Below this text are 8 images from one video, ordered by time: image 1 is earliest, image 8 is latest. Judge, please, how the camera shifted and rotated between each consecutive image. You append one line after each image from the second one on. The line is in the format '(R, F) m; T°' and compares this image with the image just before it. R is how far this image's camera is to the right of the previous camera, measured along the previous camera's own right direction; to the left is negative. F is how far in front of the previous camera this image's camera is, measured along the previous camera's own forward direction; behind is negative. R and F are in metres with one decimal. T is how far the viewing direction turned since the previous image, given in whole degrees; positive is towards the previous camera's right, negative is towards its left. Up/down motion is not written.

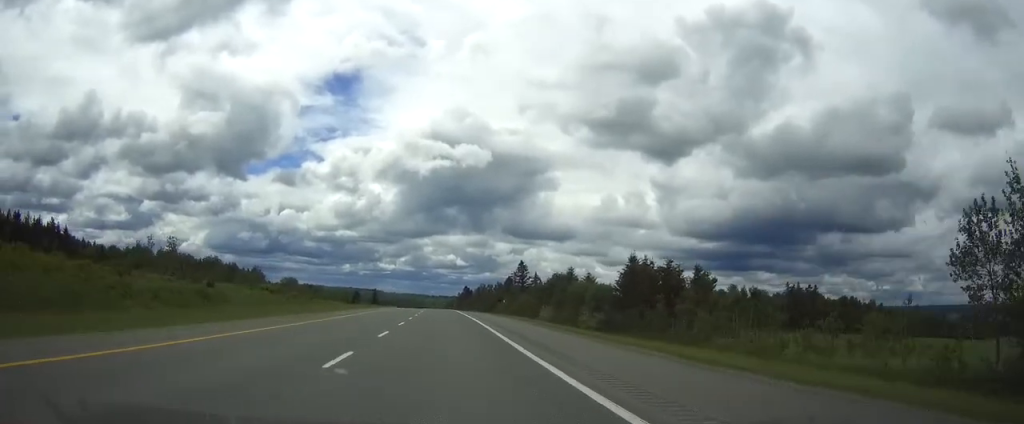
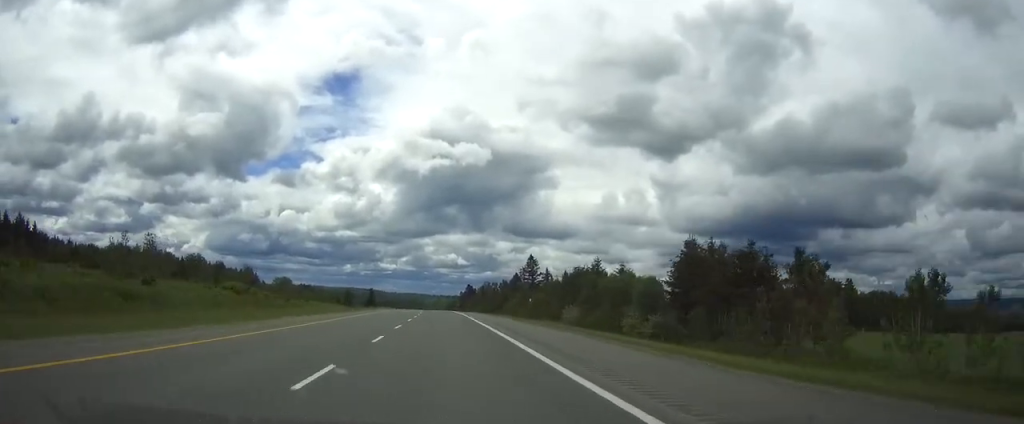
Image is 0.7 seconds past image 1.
(0.0, +20.6) m; 0°
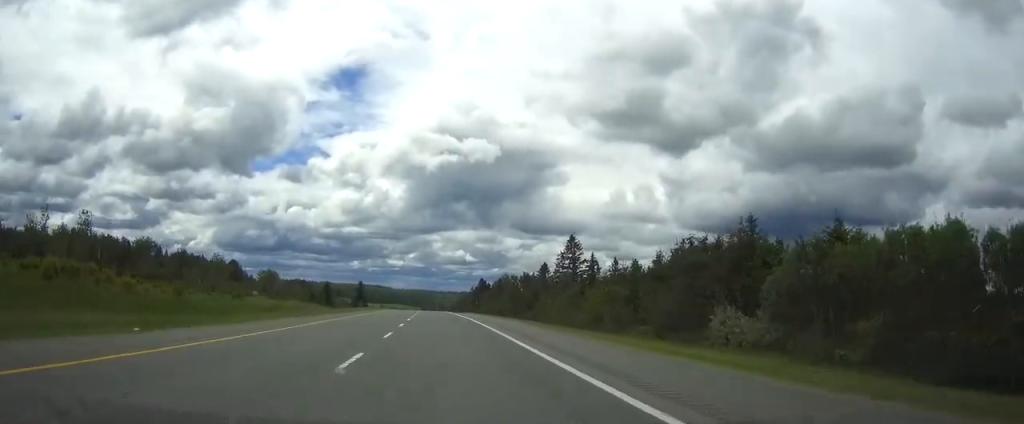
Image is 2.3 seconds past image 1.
(-0.3, +51.3) m; -1°
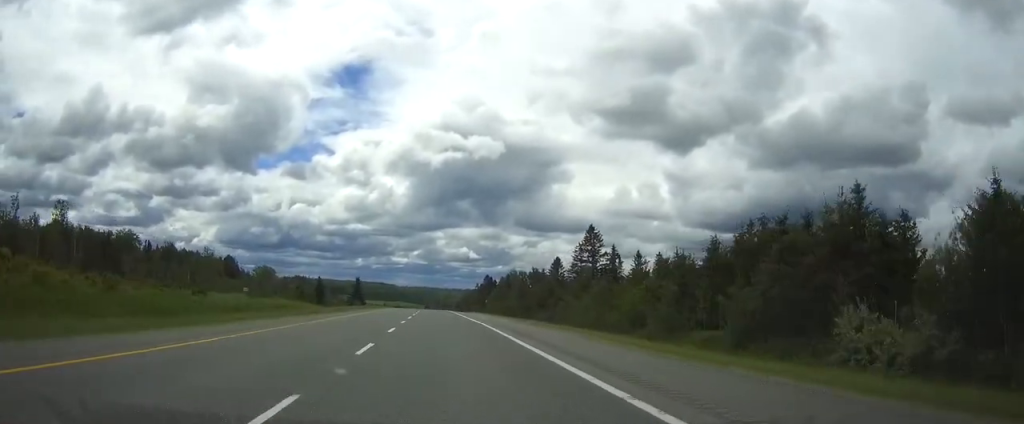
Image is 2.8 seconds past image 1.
(0.0, +15.4) m; 0°
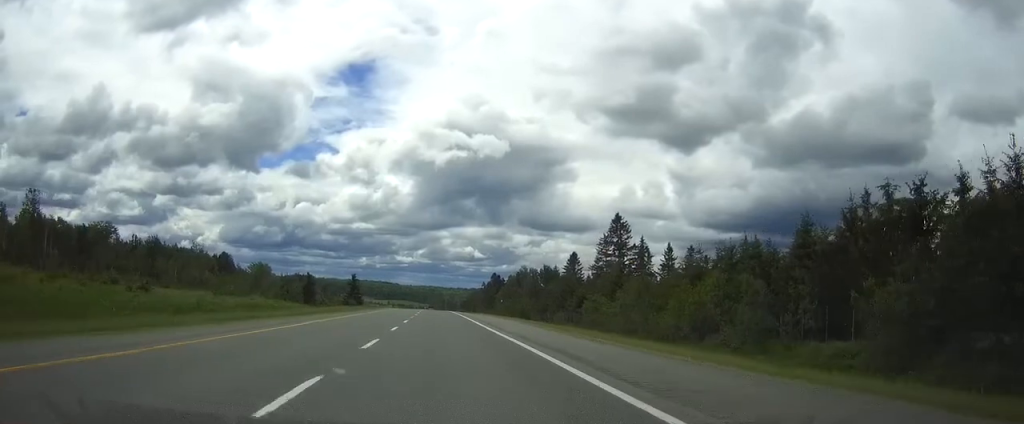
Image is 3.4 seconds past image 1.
(-0.1, +16.4) m; 0°
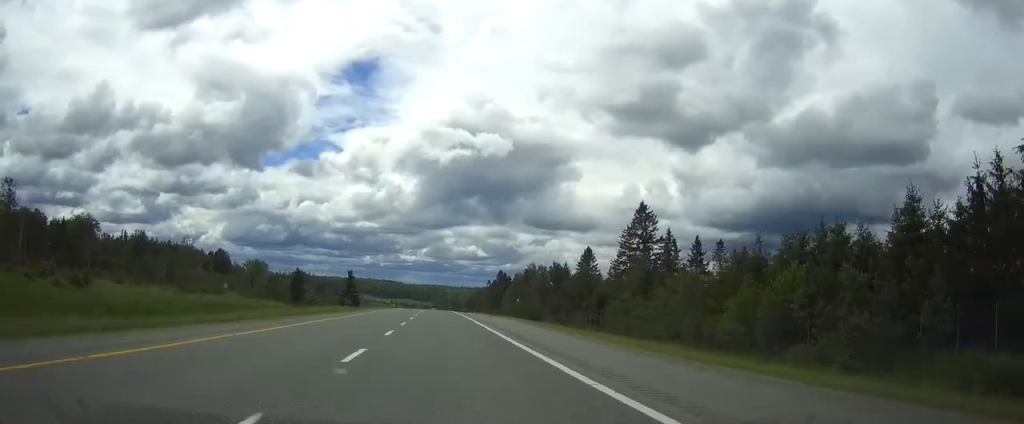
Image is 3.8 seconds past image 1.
(0.0, +12.3) m; 0°
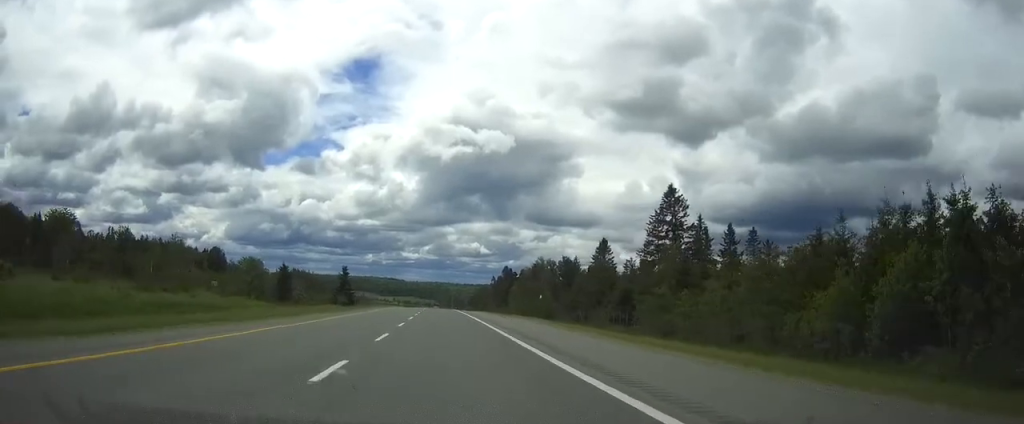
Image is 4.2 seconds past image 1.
(0.0, +12.3) m; 0°
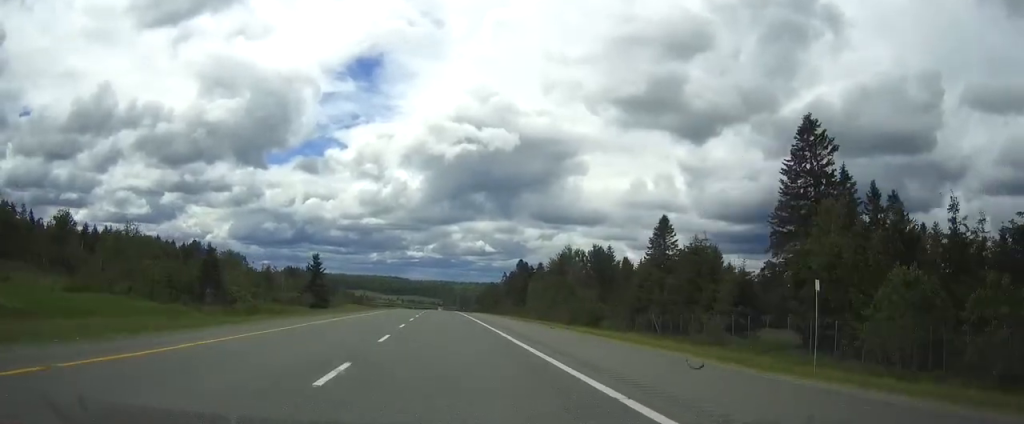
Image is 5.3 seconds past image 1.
(-0.1, +35.9) m; 0°
